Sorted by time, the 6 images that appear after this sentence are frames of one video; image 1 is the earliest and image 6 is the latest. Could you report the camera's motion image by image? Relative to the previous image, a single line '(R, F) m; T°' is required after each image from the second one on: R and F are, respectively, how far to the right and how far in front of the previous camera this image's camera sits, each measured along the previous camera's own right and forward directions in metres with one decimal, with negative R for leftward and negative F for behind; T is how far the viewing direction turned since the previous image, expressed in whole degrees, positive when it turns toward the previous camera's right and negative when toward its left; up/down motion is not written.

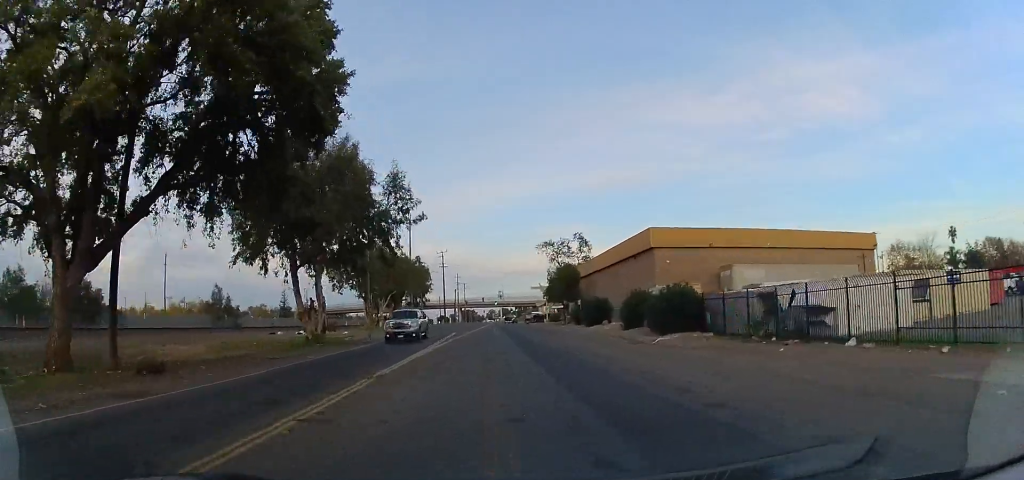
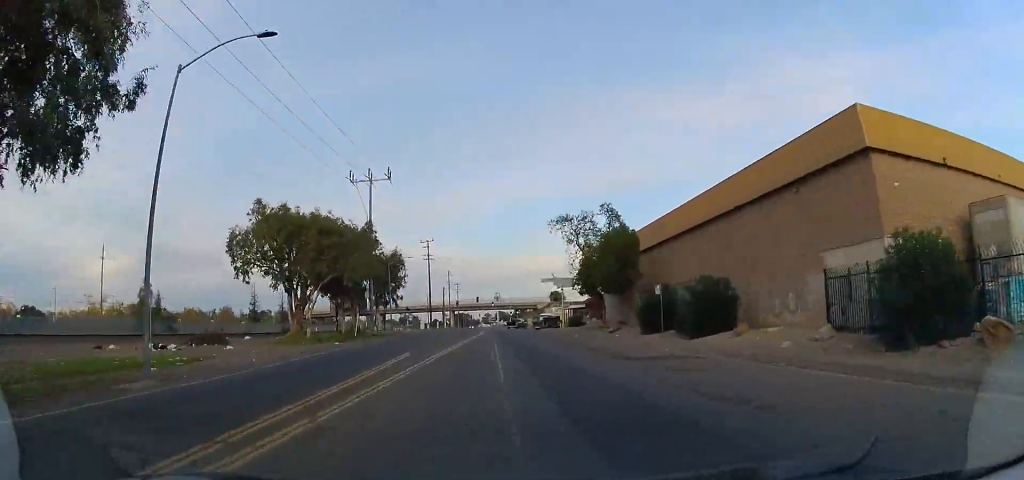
(-0.7, +25.8) m; -2°
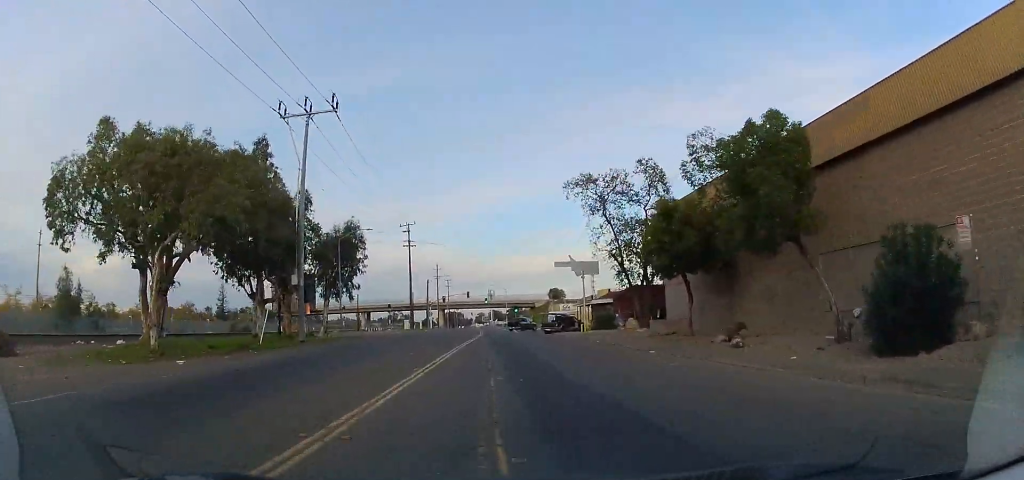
(-0.2, +20.1) m; 0°
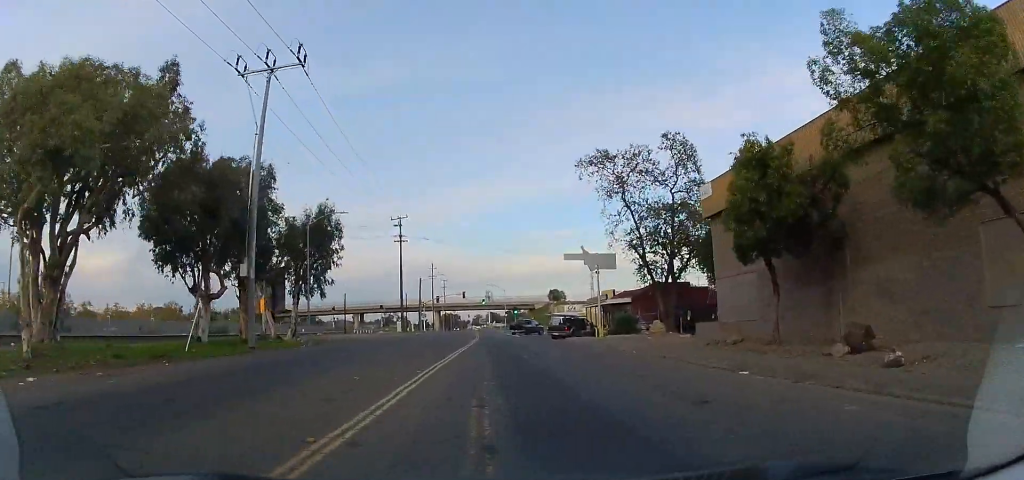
(-0.3, +8.0) m; +1°
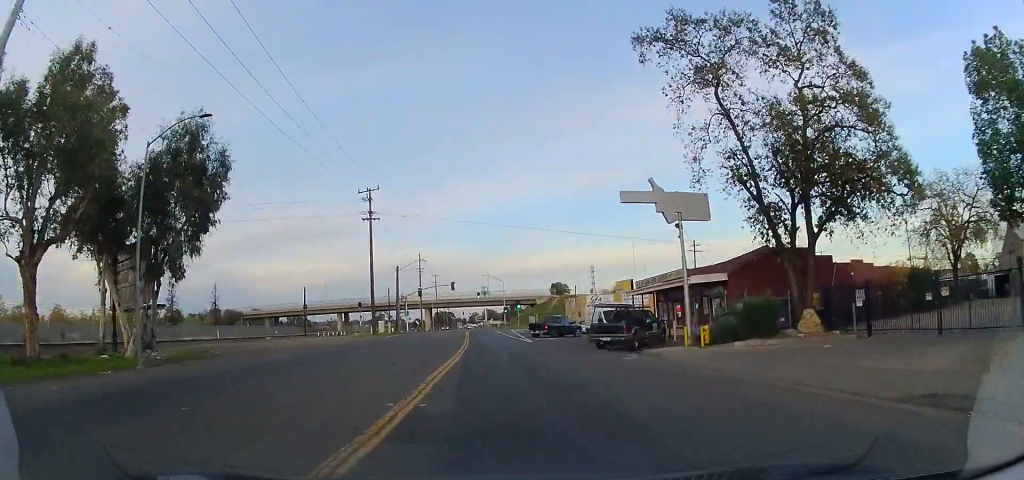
(+0.6, +20.0) m; -1°
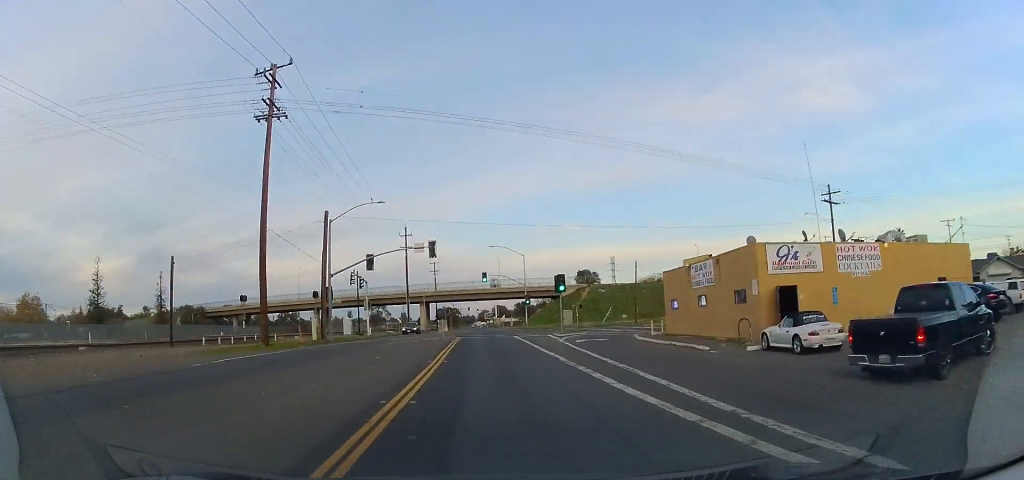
(-3.1, +36.1) m; -3°
